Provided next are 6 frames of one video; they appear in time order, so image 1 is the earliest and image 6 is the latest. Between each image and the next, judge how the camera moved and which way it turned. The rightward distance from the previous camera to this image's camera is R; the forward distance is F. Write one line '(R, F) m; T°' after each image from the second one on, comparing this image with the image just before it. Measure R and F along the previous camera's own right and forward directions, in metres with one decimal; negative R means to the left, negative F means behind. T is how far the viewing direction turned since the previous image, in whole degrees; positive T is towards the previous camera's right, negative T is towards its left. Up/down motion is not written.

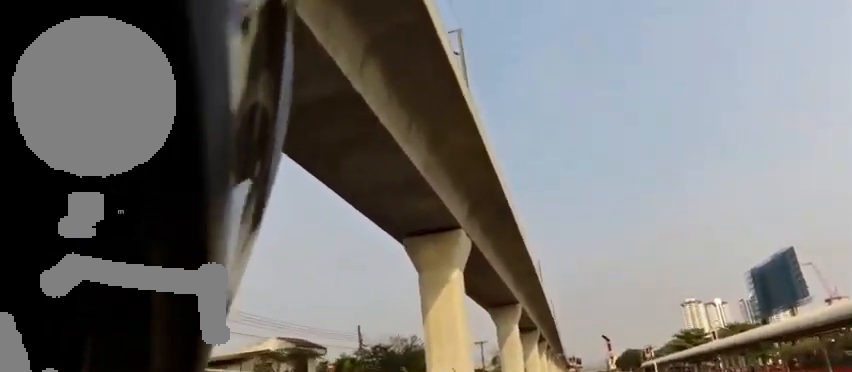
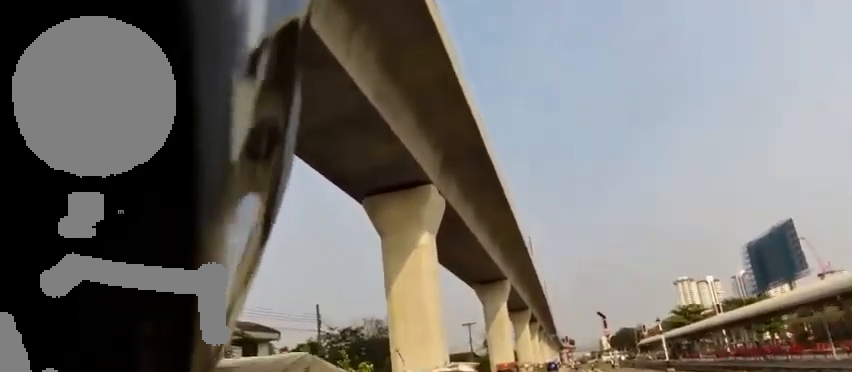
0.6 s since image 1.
(+0.9, +6.1) m; 0°
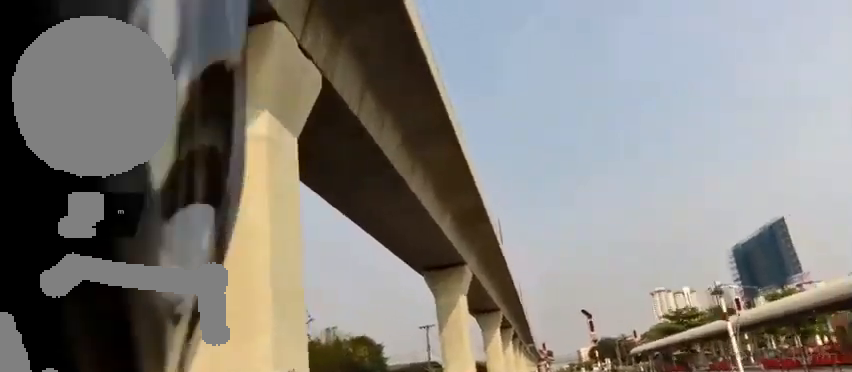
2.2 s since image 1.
(-0.5, +16.9) m; 0°
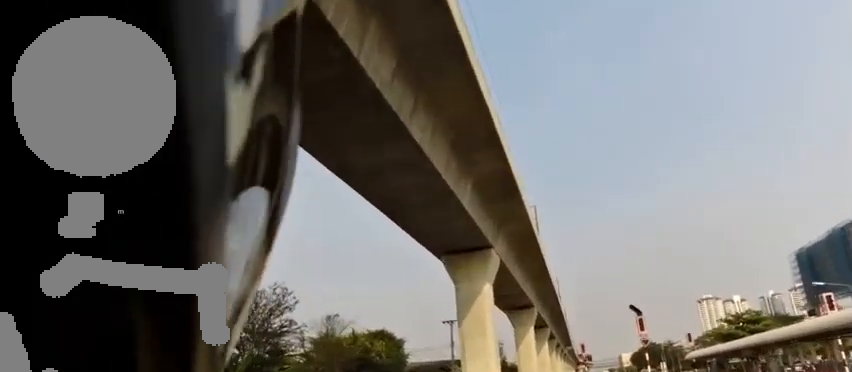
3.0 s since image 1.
(+0.7, +8.1) m; -1°
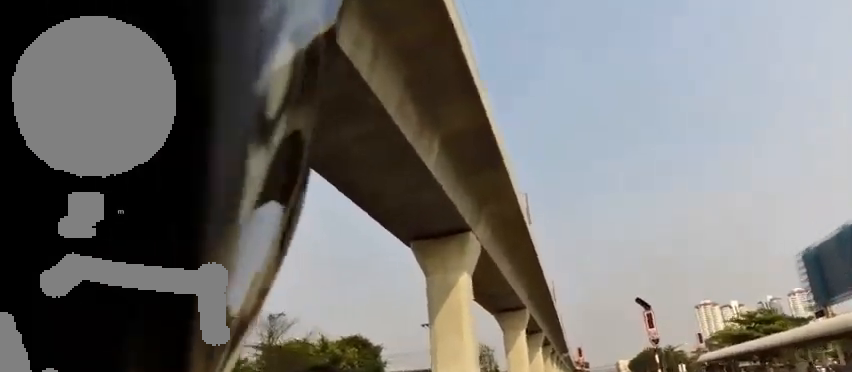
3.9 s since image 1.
(-0.9, +7.8) m; -7°
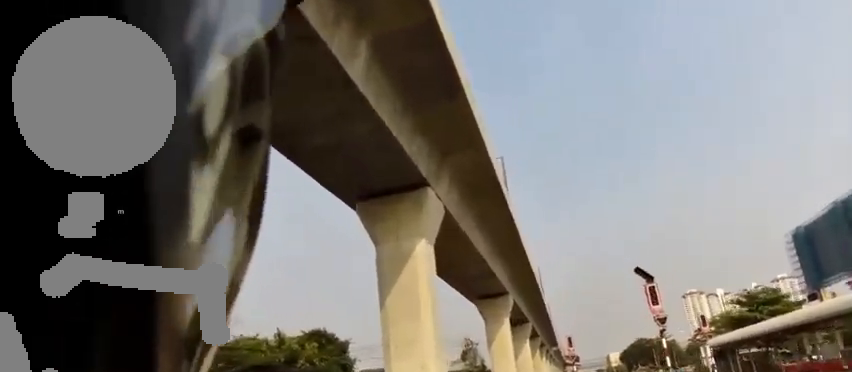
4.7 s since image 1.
(0.0, +7.4) m; 0°
